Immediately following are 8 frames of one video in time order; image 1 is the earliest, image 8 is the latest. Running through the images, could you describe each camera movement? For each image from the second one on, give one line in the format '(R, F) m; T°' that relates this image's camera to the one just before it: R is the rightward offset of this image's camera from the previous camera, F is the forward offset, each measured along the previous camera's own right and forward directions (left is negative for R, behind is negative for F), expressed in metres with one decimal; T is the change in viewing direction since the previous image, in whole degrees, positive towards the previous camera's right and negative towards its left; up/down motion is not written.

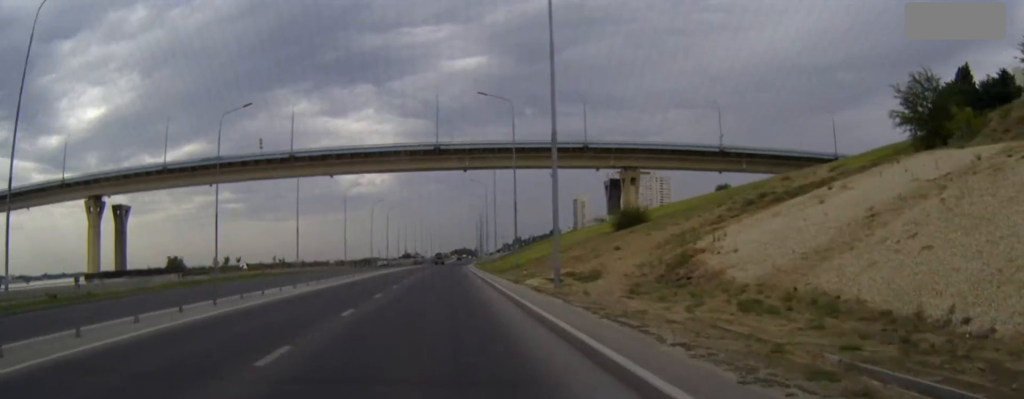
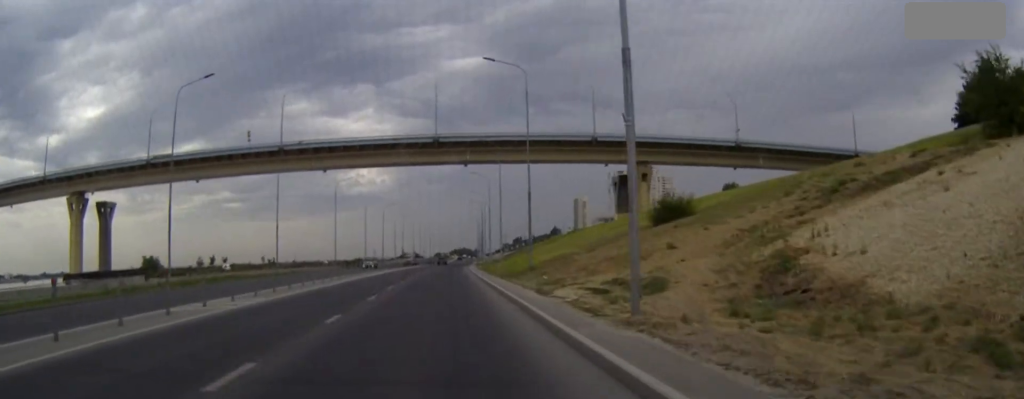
(0.0, +9.8) m; 0°
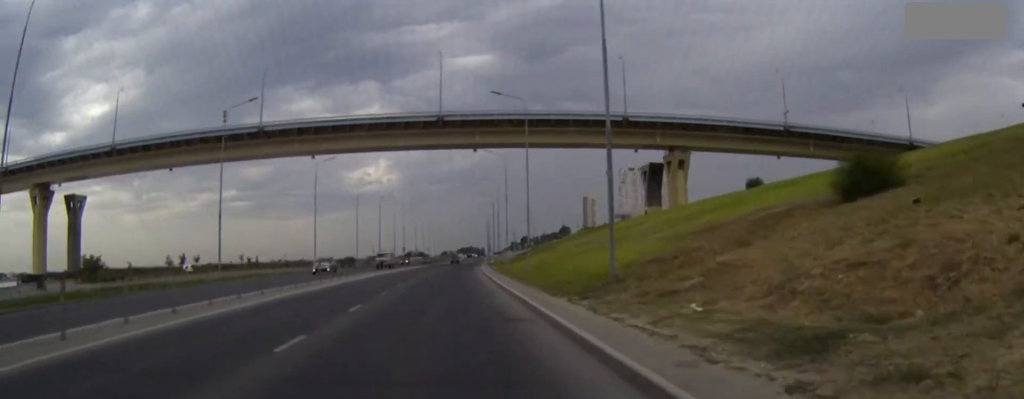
(0.0, +20.9) m; 0°
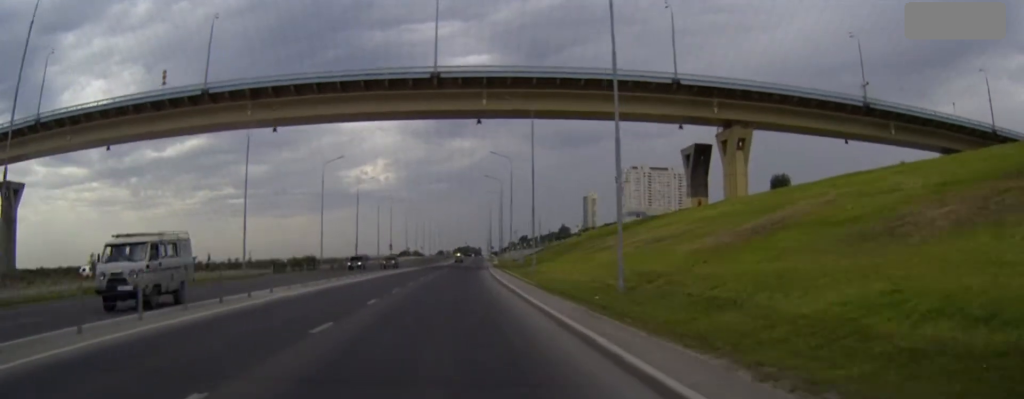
(0.0, +29.5) m; 0°
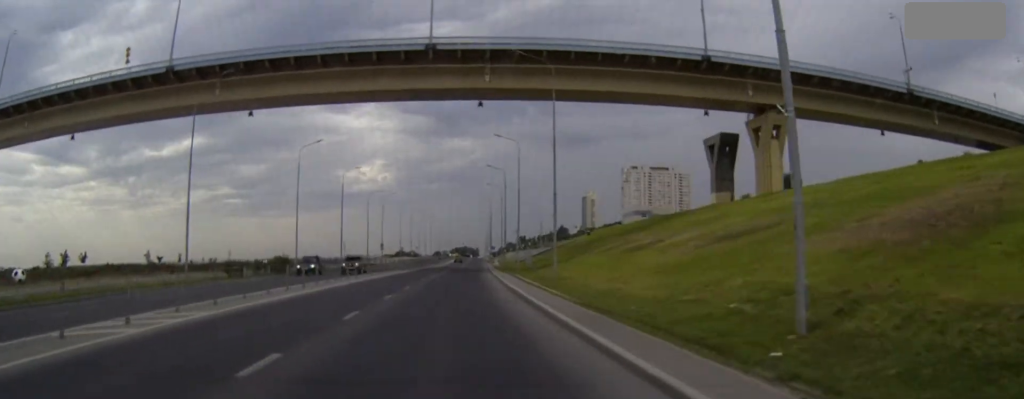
(0.0, +12.9) m; 0°
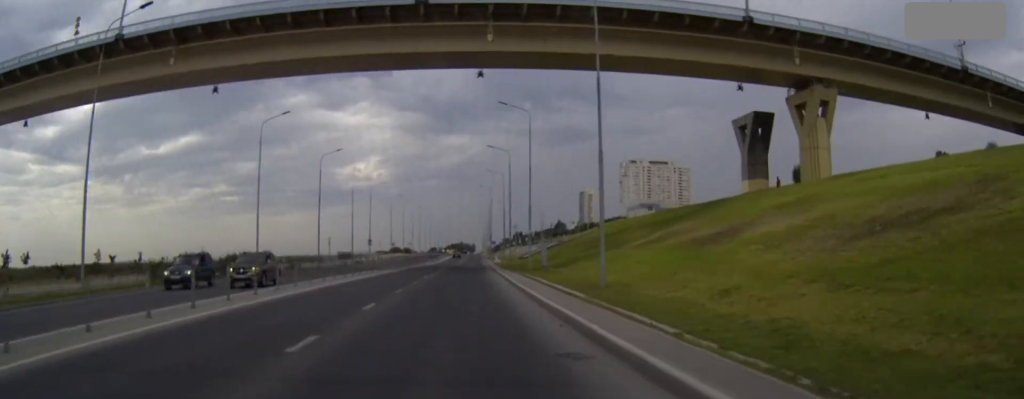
(+0.1, +14.1) m; 0°
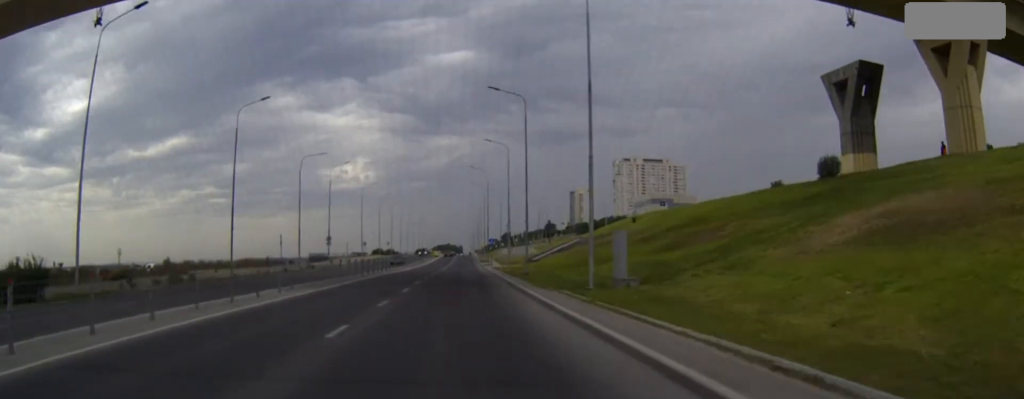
(+0.2, +29.8) m; +1°
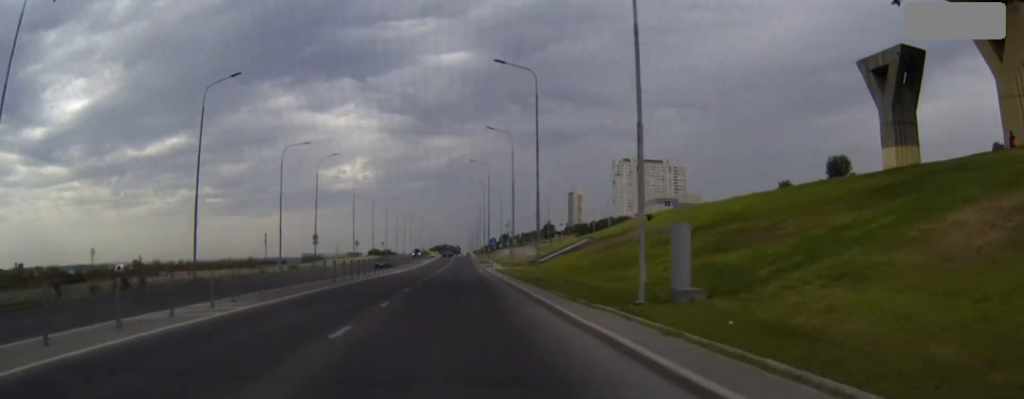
(0.0, +7.8) m; 0°
